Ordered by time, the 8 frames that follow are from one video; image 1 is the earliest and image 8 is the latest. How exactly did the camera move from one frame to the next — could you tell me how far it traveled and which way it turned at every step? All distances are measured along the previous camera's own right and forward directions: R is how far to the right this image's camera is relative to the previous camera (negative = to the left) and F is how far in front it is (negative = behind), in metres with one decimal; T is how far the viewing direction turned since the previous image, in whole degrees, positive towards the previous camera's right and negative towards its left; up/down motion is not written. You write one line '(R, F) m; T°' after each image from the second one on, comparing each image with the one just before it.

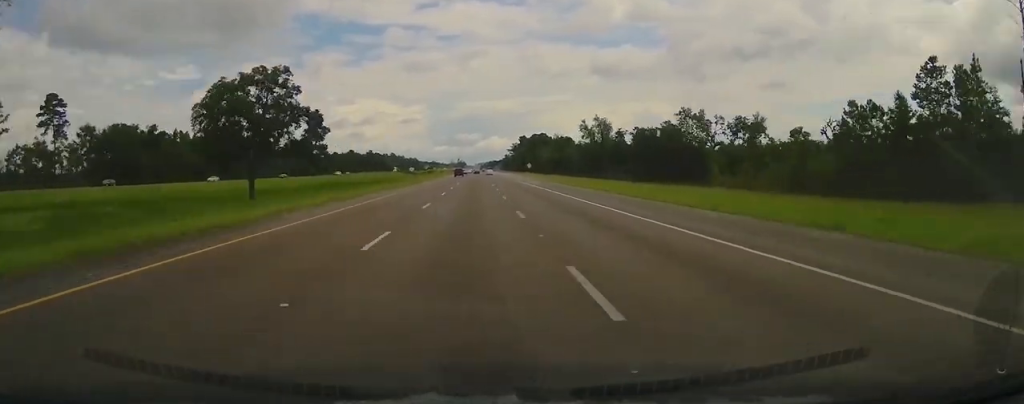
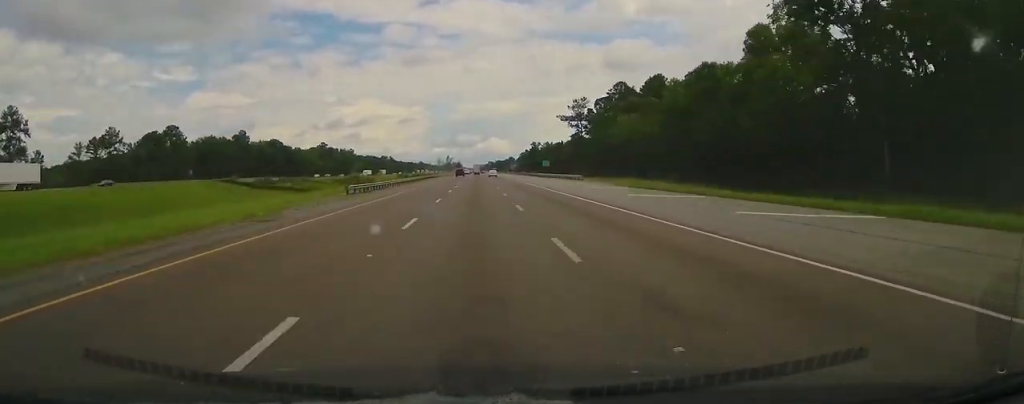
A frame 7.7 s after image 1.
(+1.5, +280.4) m; +1°
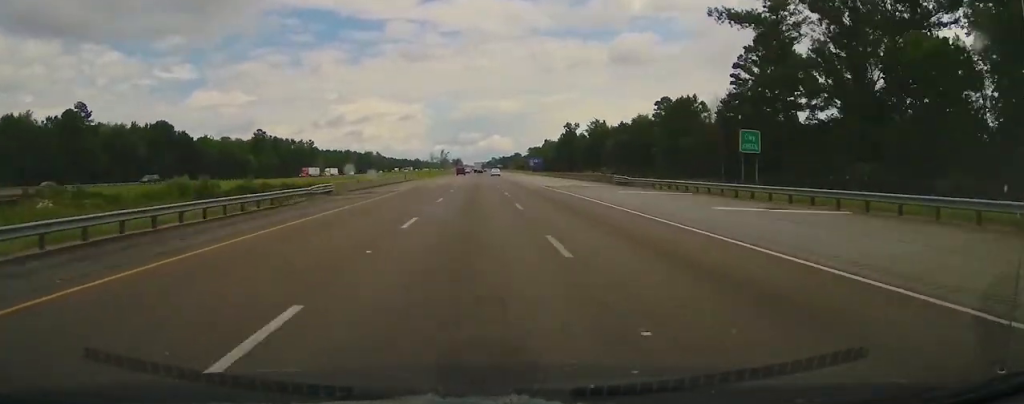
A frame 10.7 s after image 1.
(+1.0, +106.2) m; -1°
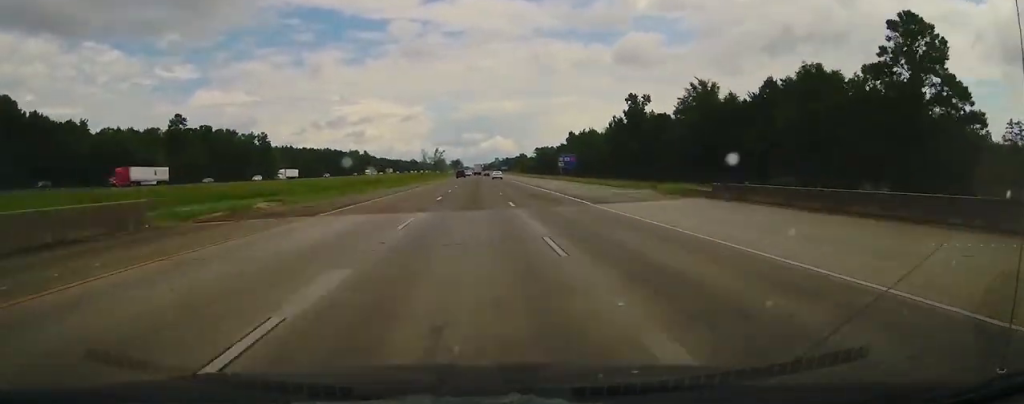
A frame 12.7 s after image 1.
(-1.5, +72.8) m; 0°
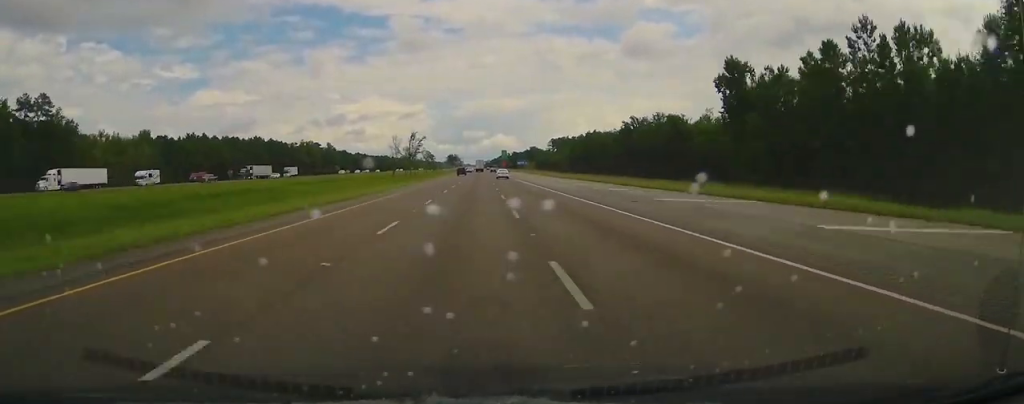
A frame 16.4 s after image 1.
(-0.3, +136.5) m; 0°
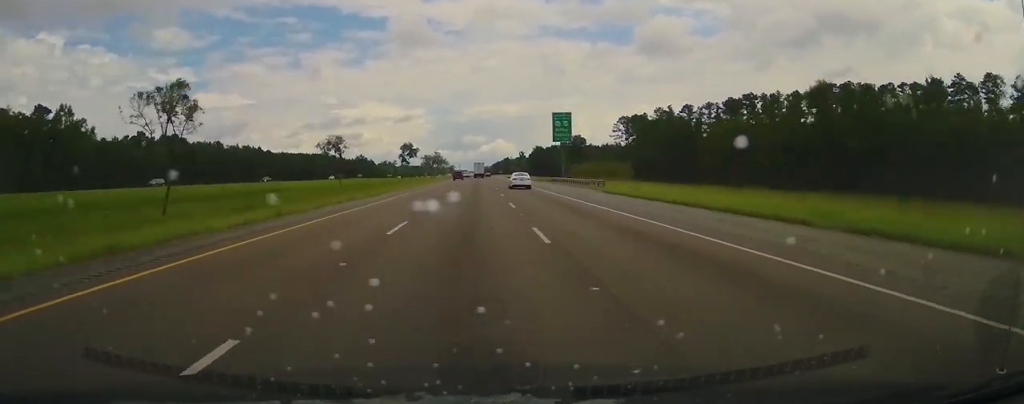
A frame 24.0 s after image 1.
(+1.2, +277.7) m; 0°
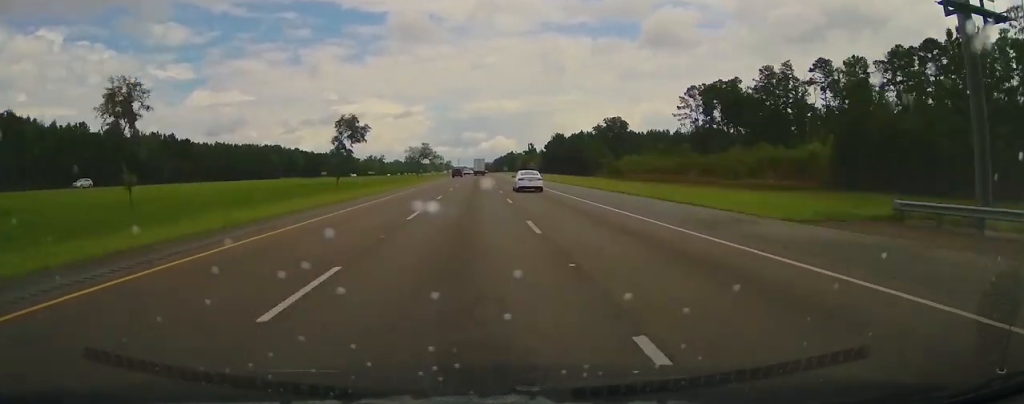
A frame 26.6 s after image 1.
(-1.0, +92.4) m; 0°
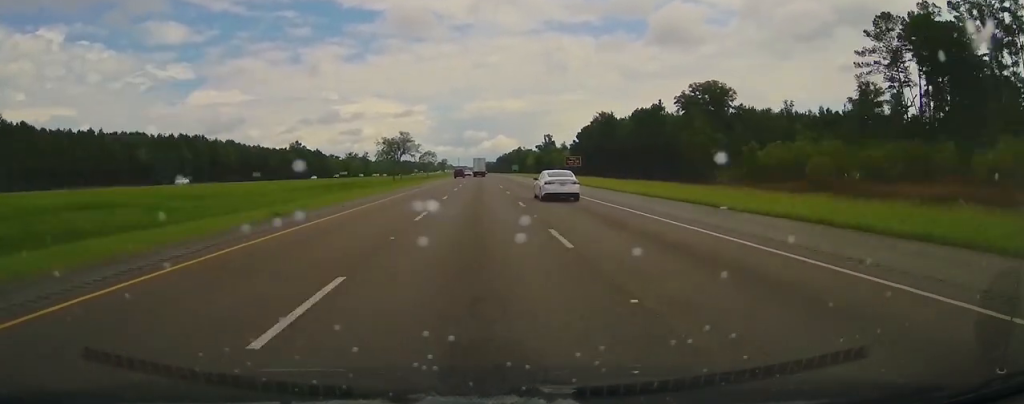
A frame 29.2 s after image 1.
(+1.2, +96.4) m; 0°
